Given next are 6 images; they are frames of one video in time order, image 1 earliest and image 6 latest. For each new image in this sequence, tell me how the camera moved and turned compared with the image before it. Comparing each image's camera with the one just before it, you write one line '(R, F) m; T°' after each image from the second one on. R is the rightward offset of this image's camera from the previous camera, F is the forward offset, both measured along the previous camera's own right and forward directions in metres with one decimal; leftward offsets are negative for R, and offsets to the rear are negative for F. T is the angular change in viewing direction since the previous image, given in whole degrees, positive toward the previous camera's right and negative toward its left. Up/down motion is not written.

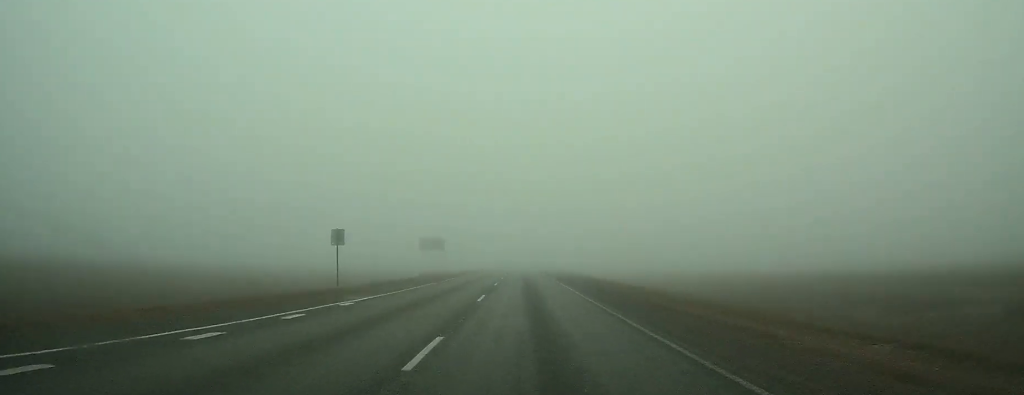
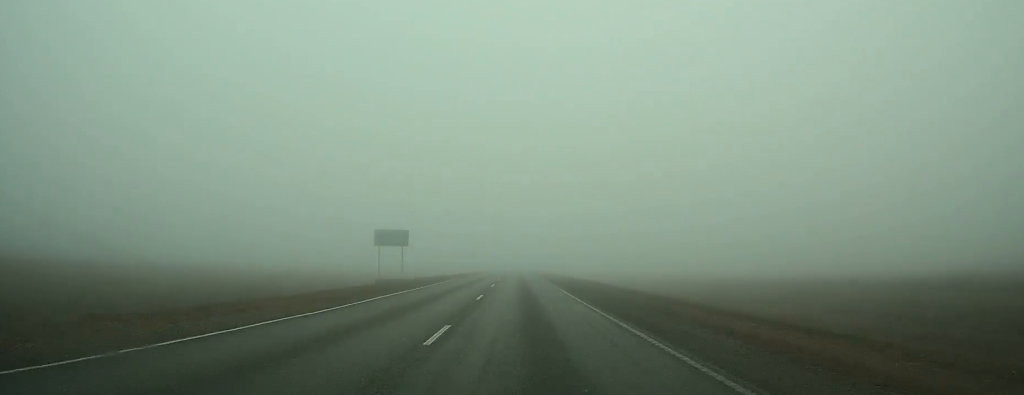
(+0.2, +23.6) m; 0°
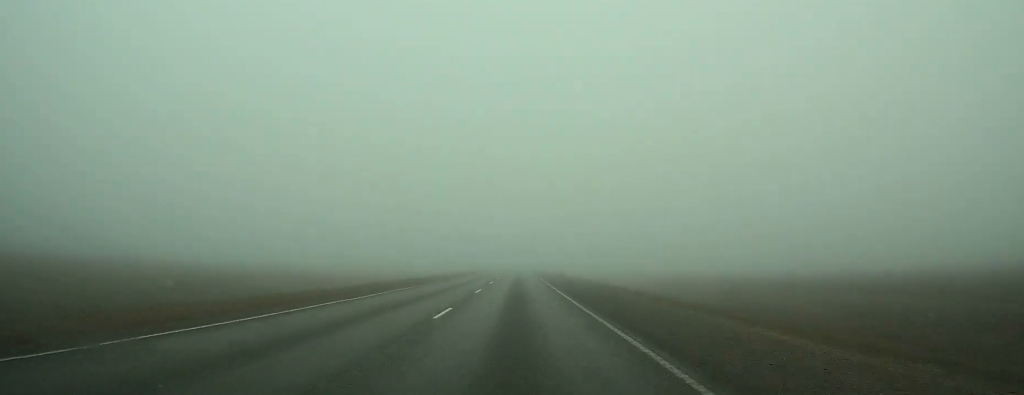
(-0.2, +127.9) m; 0°
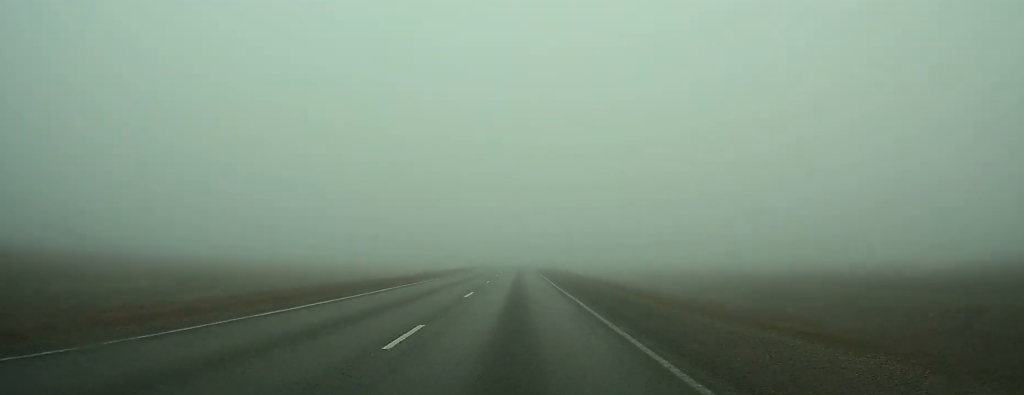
(+0.1, +26.2) m; 0°
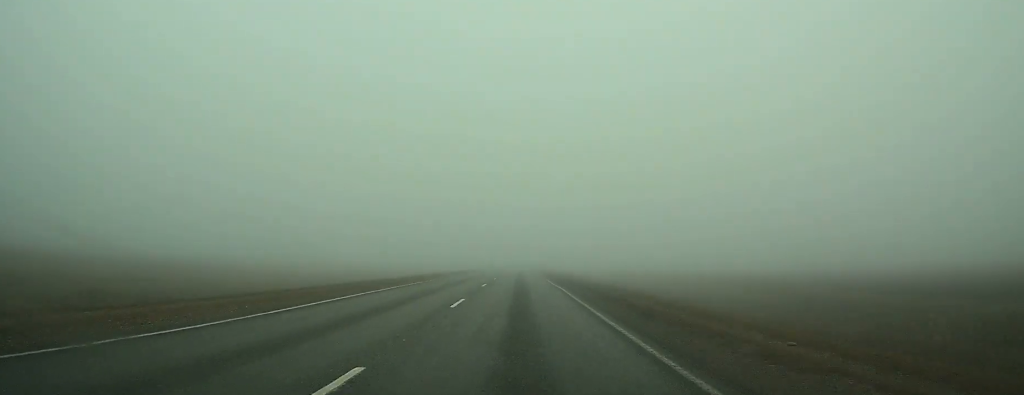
(0.0, +59.6) m; 0°
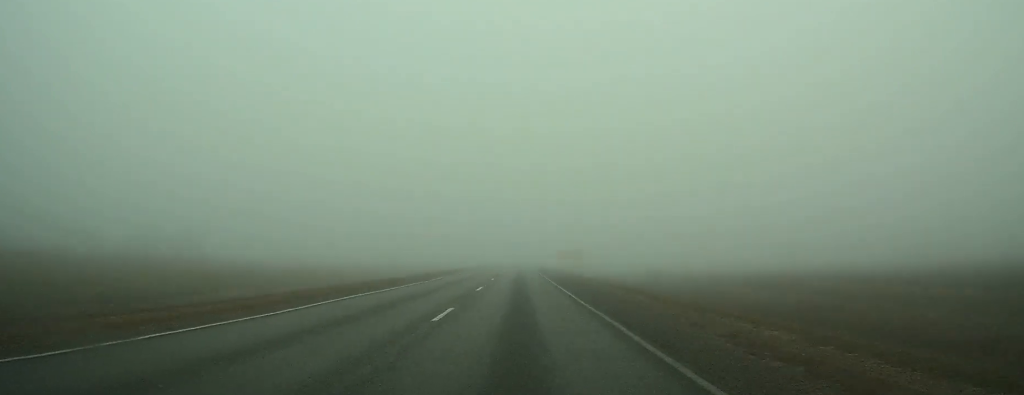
(-0.1, +73.7) m; 0°
